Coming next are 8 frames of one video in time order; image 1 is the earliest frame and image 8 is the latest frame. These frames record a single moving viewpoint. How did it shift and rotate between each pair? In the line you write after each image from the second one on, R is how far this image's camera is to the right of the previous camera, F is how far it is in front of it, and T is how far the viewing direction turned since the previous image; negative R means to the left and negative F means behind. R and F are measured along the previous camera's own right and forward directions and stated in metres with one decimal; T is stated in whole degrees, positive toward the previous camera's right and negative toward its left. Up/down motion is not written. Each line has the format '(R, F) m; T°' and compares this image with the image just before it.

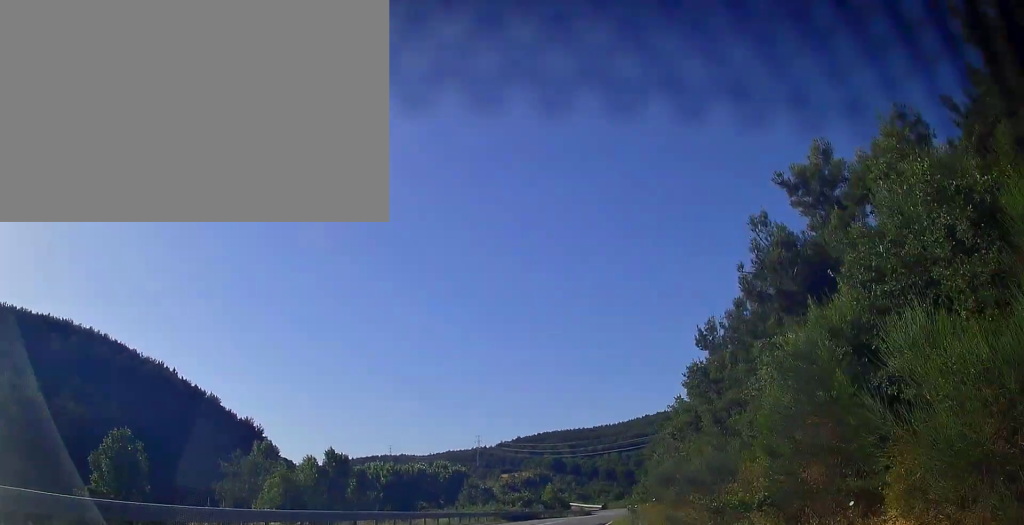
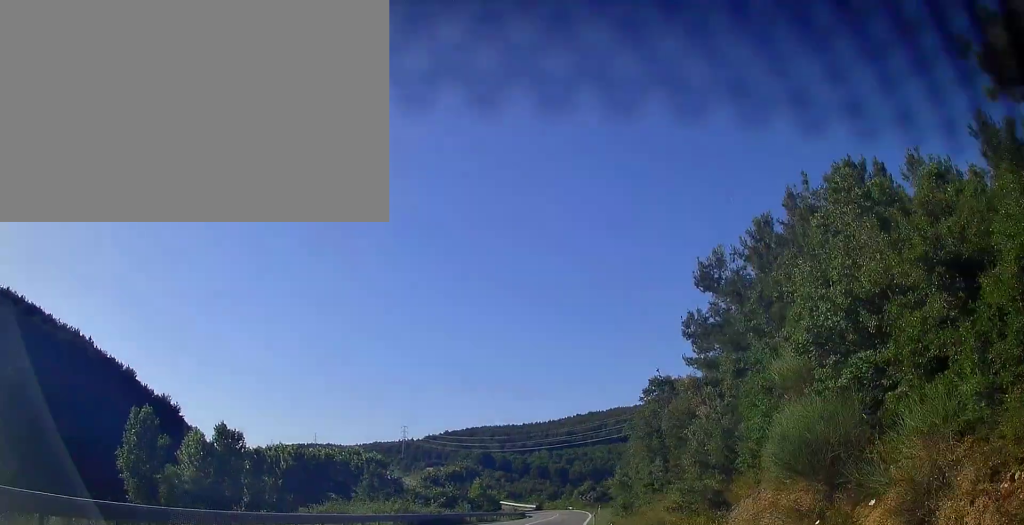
(+1.1, +13.9) m; +7°
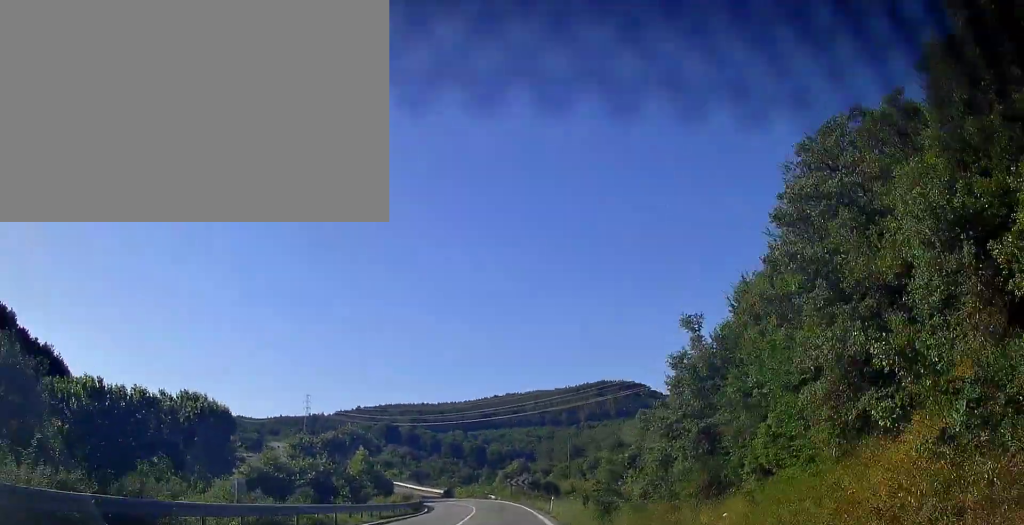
(+2.5, +28.9) m; +9°
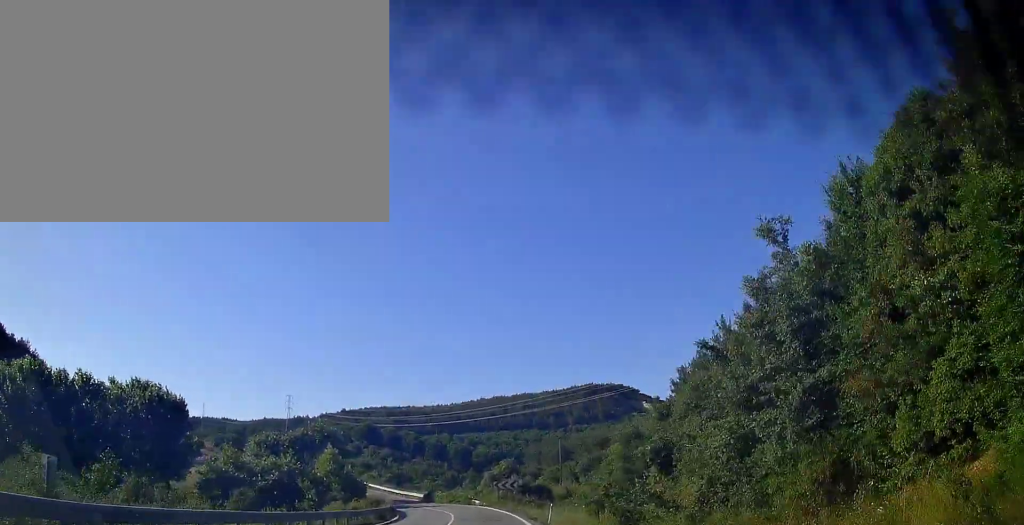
(+0.2, +8.1) m; +2°
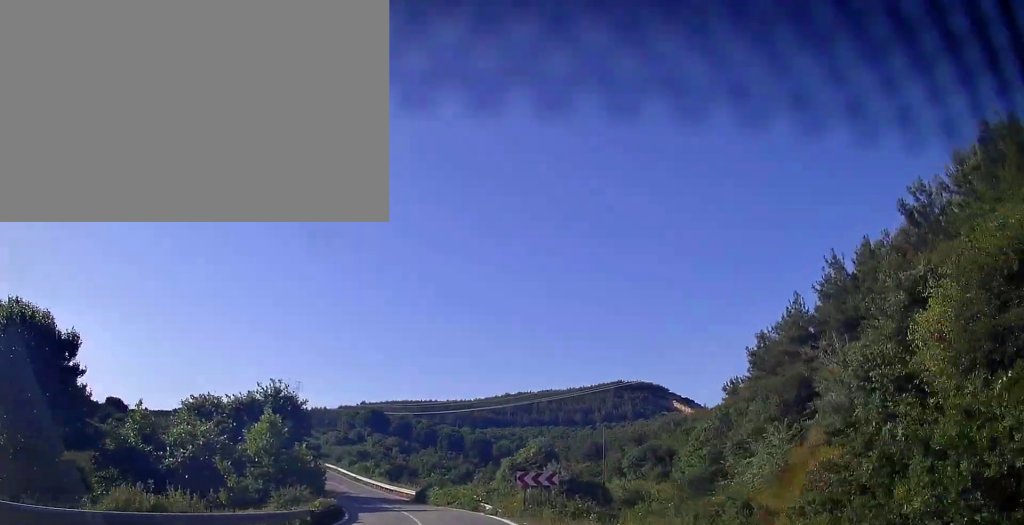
(+0.2, +21.8) m; -1°
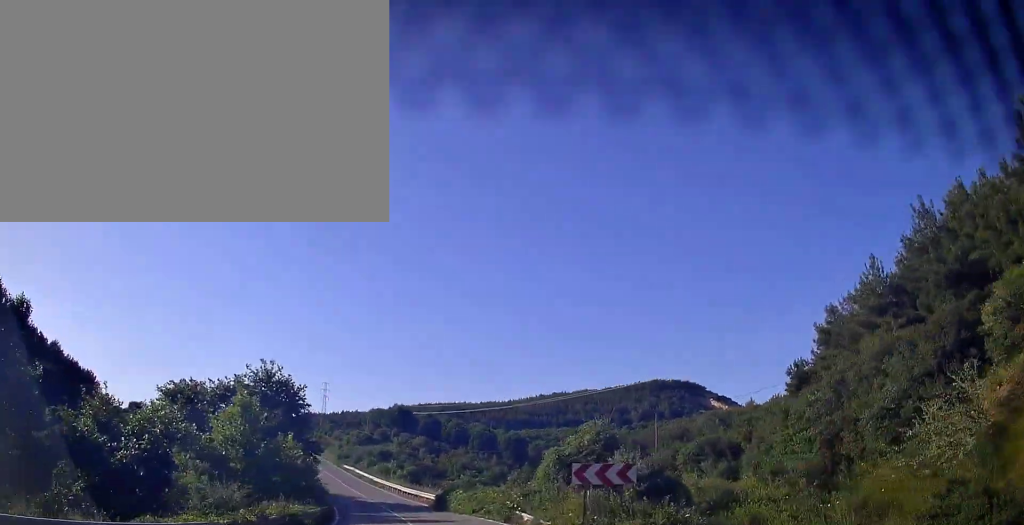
(+0.1, +9.5) m; -2°
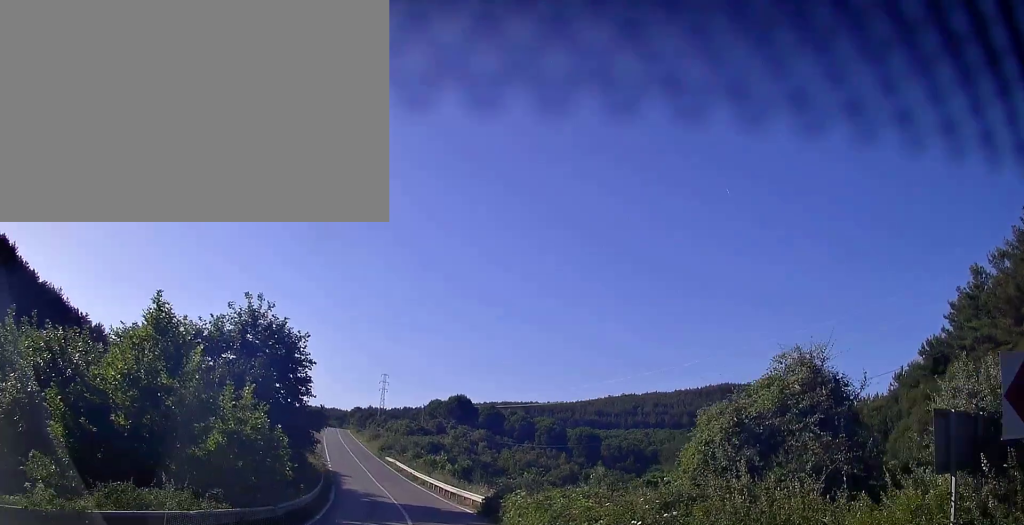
(-0.6, +13.9) m; -5°
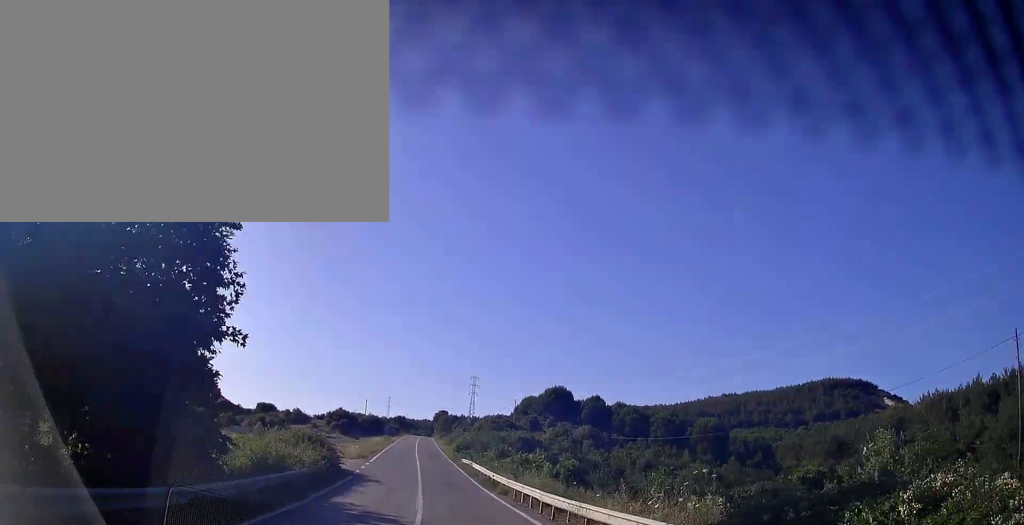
(-1.1, +19.1) m; -7°
